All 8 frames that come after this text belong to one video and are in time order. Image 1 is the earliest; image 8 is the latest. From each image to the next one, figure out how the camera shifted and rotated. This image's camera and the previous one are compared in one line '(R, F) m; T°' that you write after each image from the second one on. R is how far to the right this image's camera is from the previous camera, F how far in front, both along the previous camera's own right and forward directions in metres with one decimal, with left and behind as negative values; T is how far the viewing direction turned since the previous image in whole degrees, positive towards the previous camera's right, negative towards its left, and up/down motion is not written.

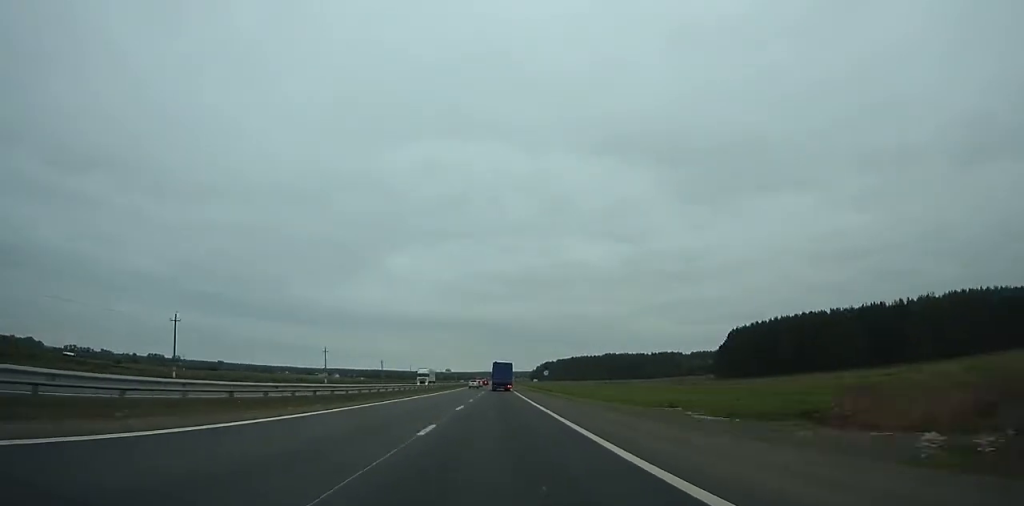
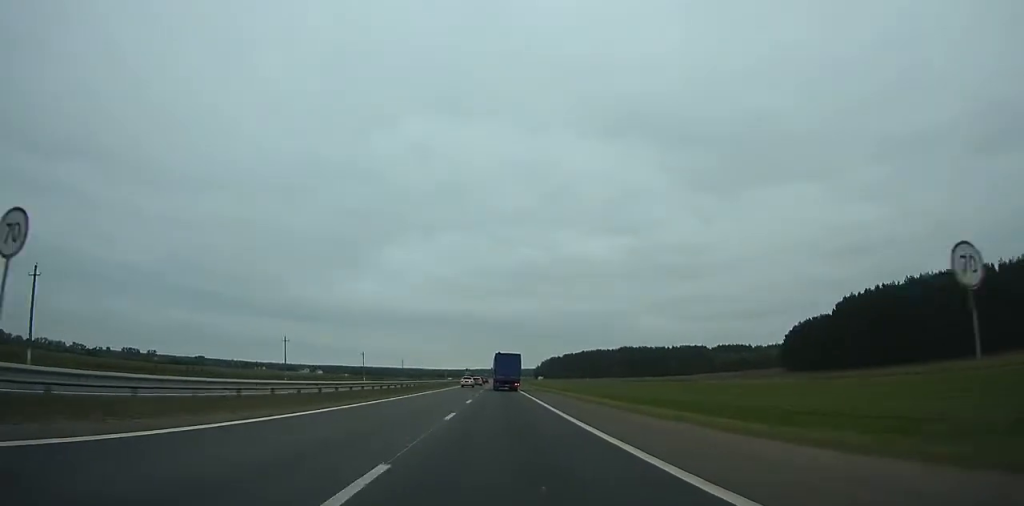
(+0.3, +89.5) m; 0°
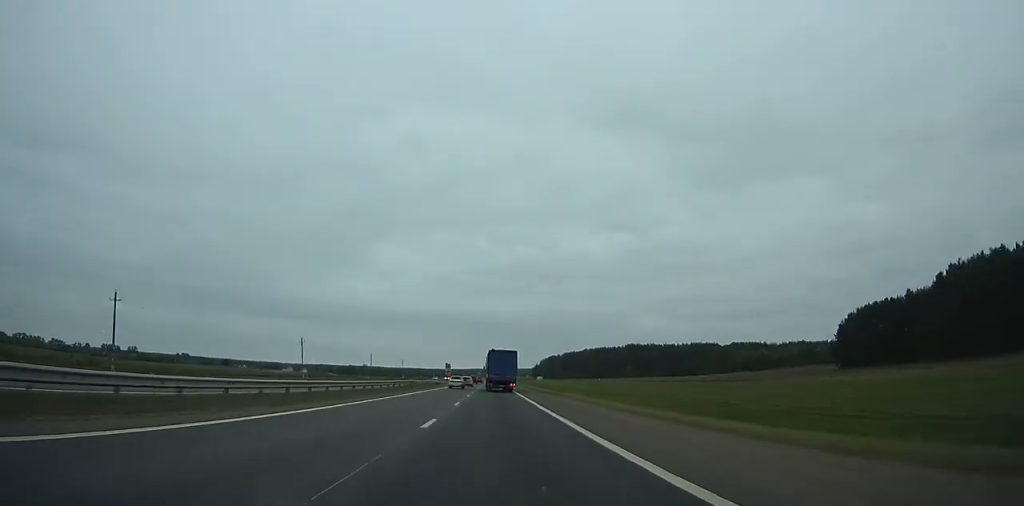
(-0.1, +50.2) m; 0°
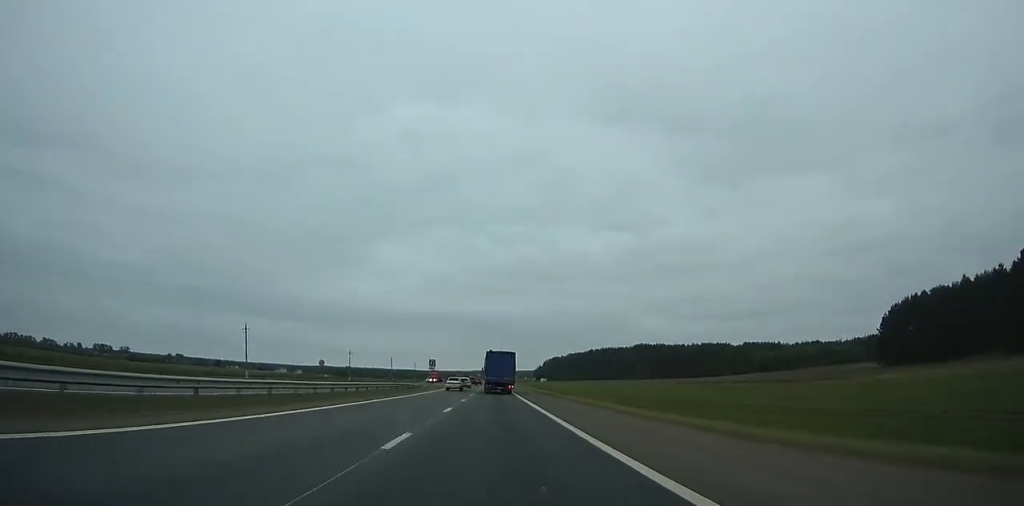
(0.0, +32.2) m; 0°
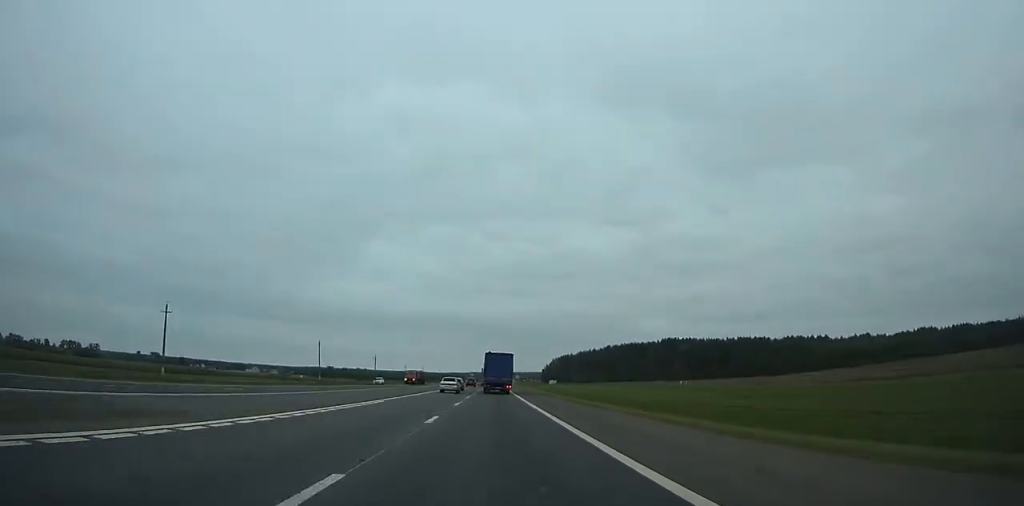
(0.0, +94.9) m; 0°
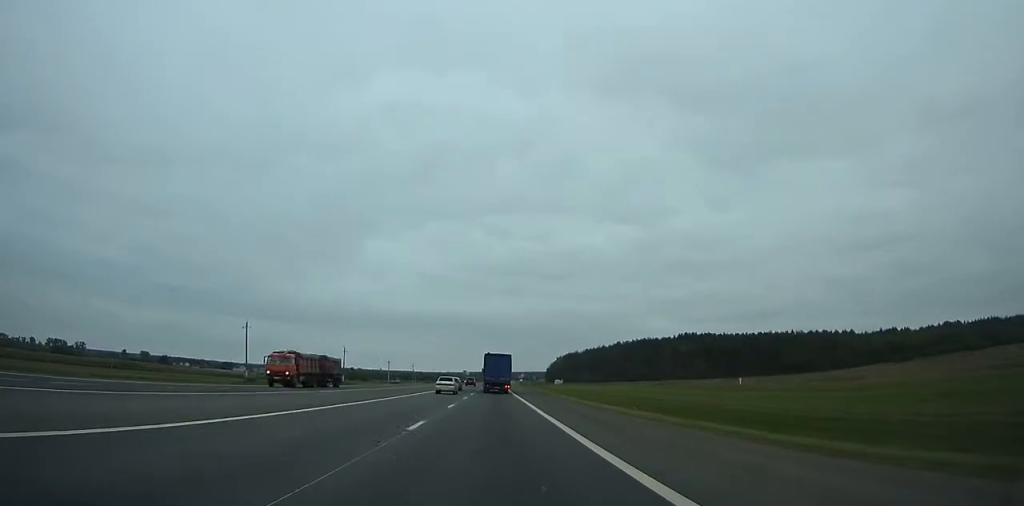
(0.0, +39.4) m; 0°
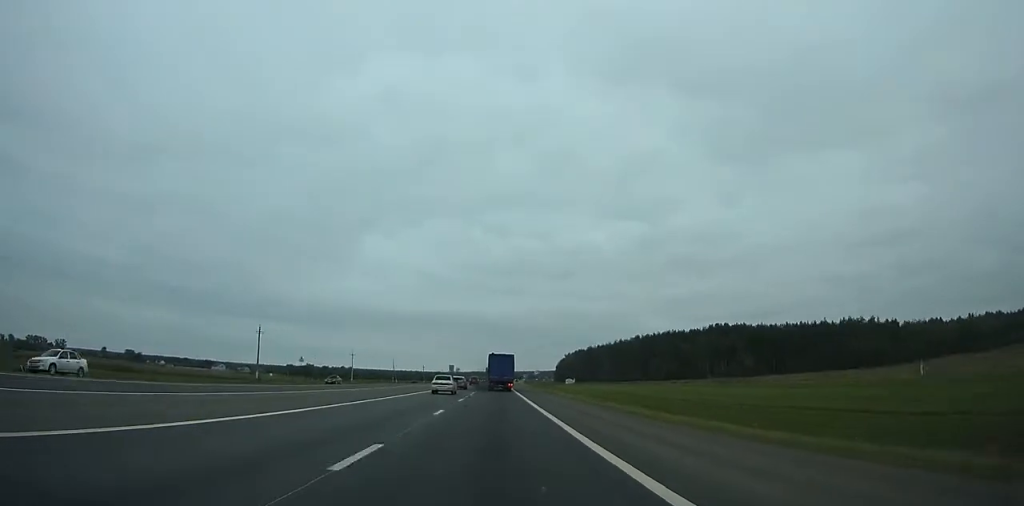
(+0.2, +53.9) m; 0°
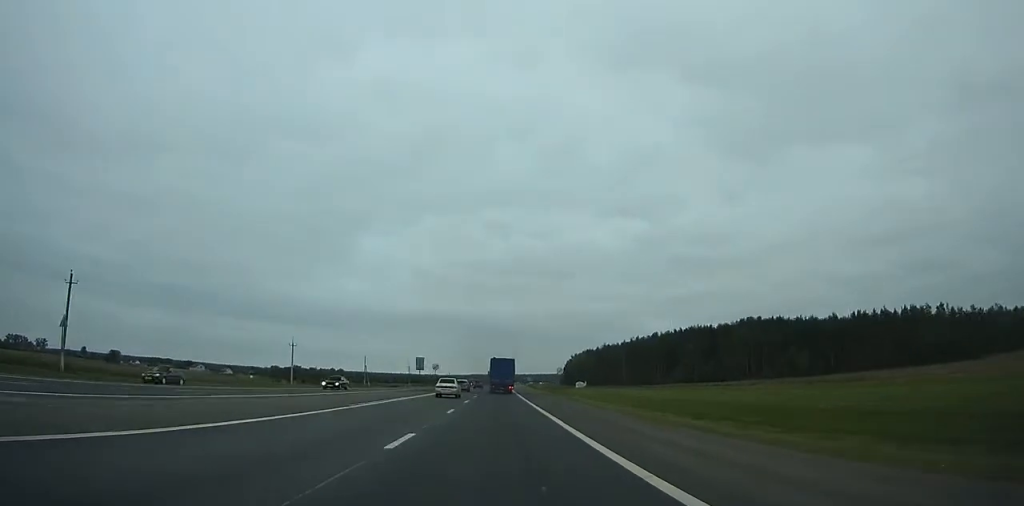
(-0.3, +45.4) m; 0°
